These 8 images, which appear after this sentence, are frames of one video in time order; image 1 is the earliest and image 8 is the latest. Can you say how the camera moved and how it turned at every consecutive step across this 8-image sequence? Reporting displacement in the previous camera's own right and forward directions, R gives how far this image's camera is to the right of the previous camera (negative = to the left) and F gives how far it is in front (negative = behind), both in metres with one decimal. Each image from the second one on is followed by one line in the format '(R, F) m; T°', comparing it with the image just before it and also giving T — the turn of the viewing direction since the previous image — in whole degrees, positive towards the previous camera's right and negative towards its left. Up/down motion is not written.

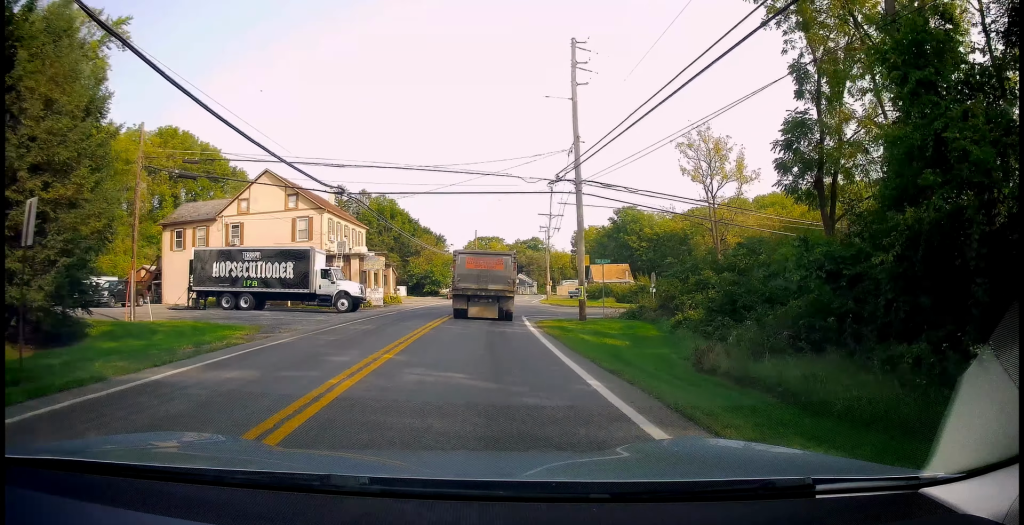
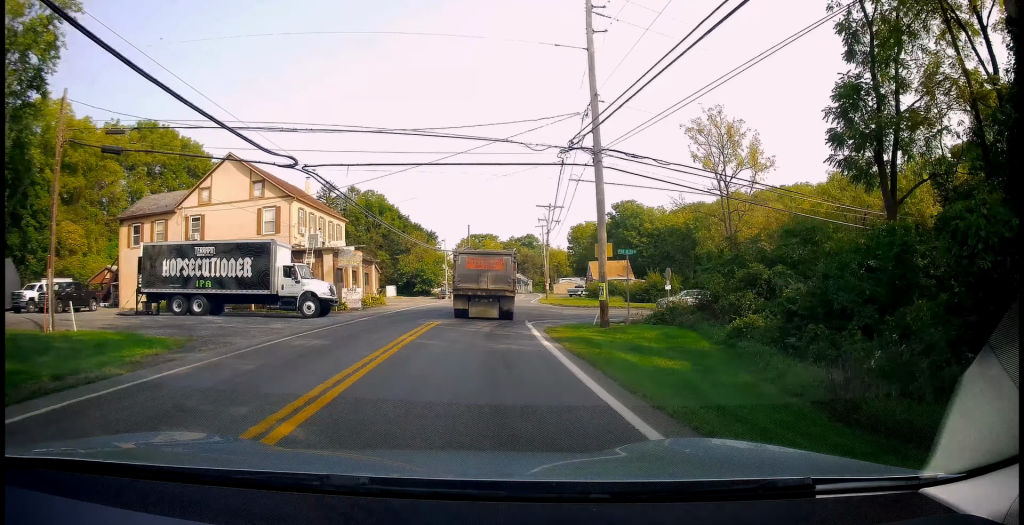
(0.0, +5.7) m; 0°
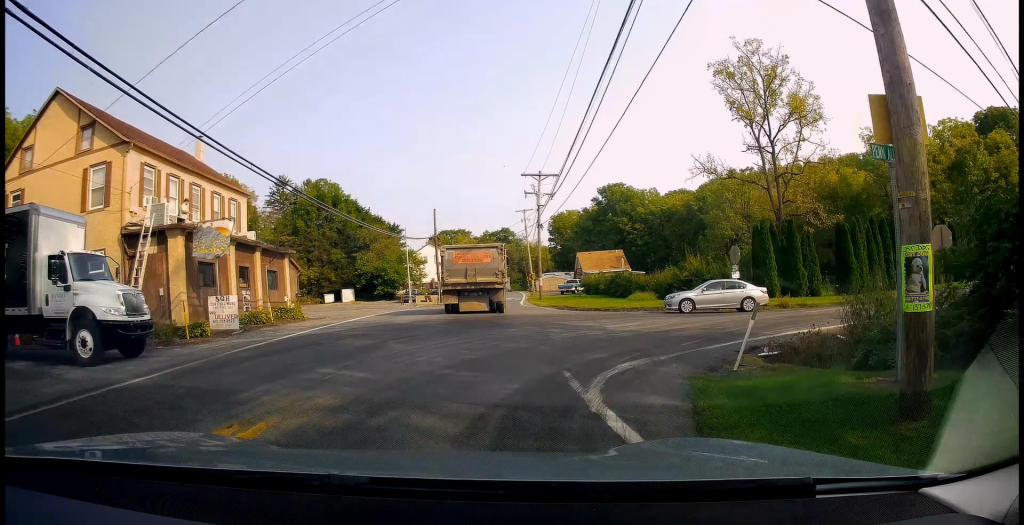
(+0.8, +15.7) m; +6°
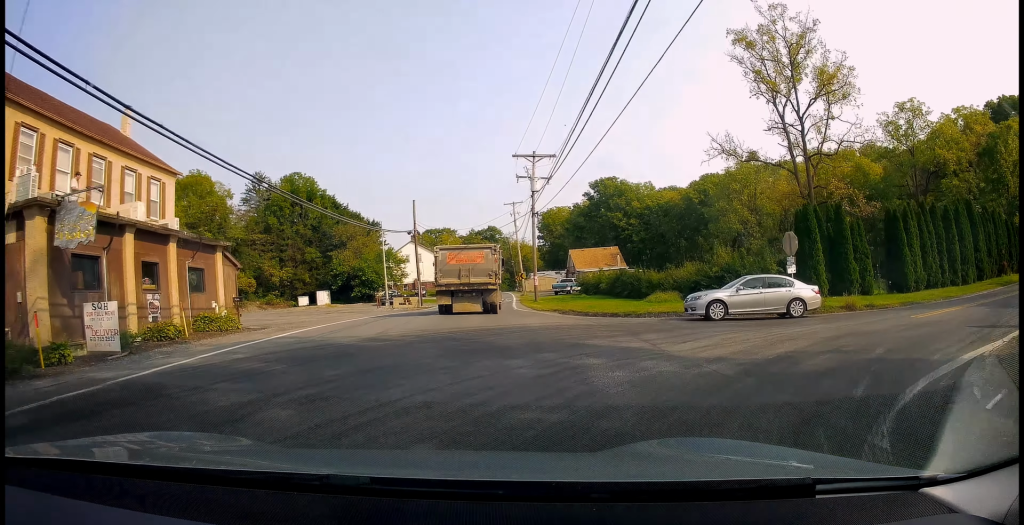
(+0.3, +6.6) m; +1°
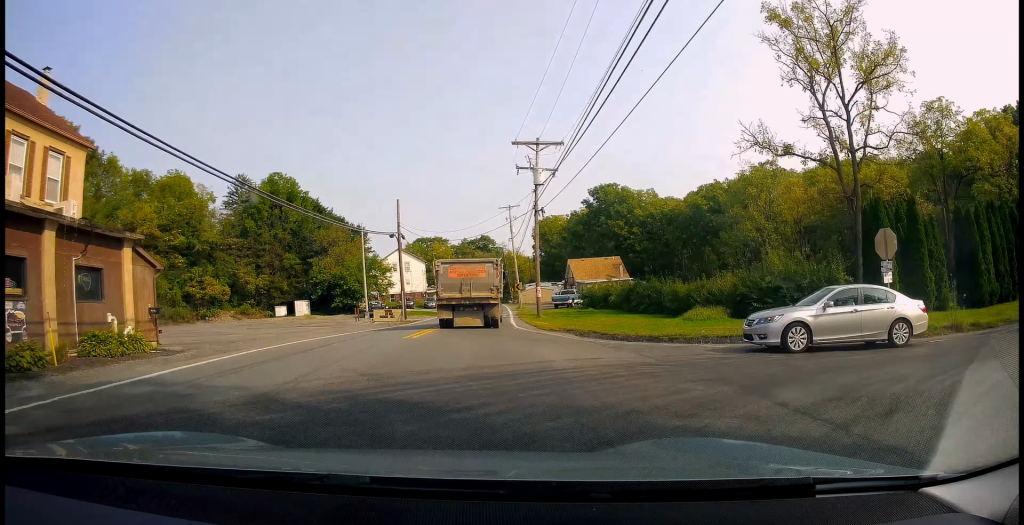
(-0.2, +6.9) m; 0°
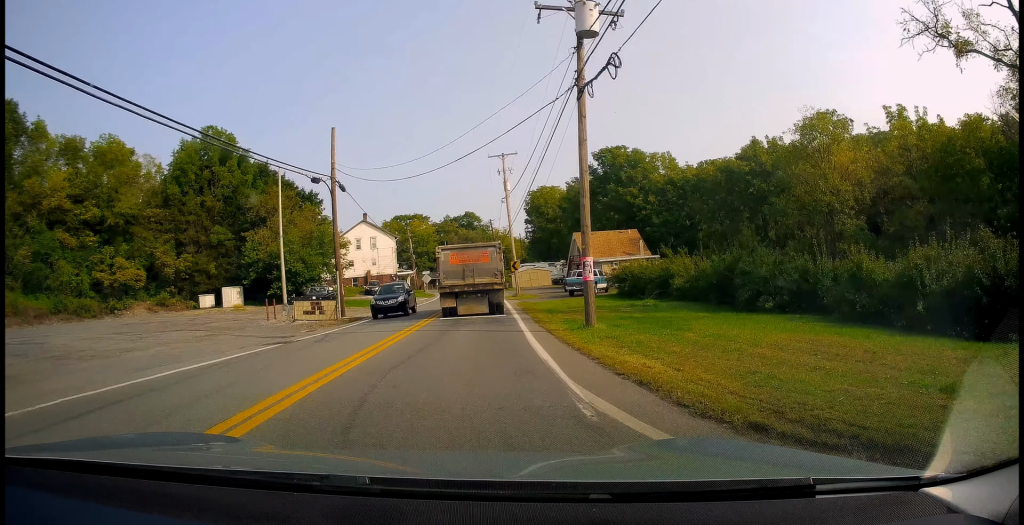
(+0.2, +18.2) m; -1°
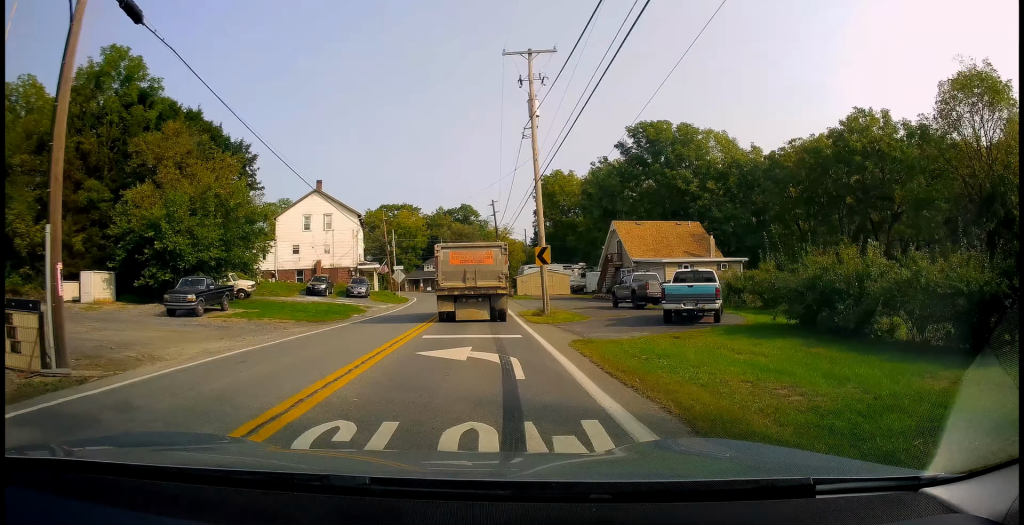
(-0.2, +22.2) m; +2°
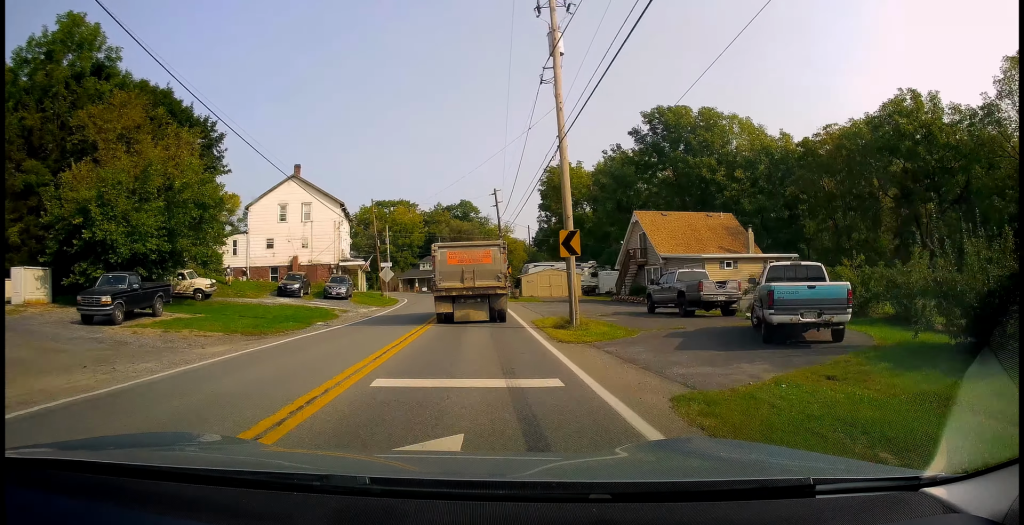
(+0.2, +7.2) m; +1°
